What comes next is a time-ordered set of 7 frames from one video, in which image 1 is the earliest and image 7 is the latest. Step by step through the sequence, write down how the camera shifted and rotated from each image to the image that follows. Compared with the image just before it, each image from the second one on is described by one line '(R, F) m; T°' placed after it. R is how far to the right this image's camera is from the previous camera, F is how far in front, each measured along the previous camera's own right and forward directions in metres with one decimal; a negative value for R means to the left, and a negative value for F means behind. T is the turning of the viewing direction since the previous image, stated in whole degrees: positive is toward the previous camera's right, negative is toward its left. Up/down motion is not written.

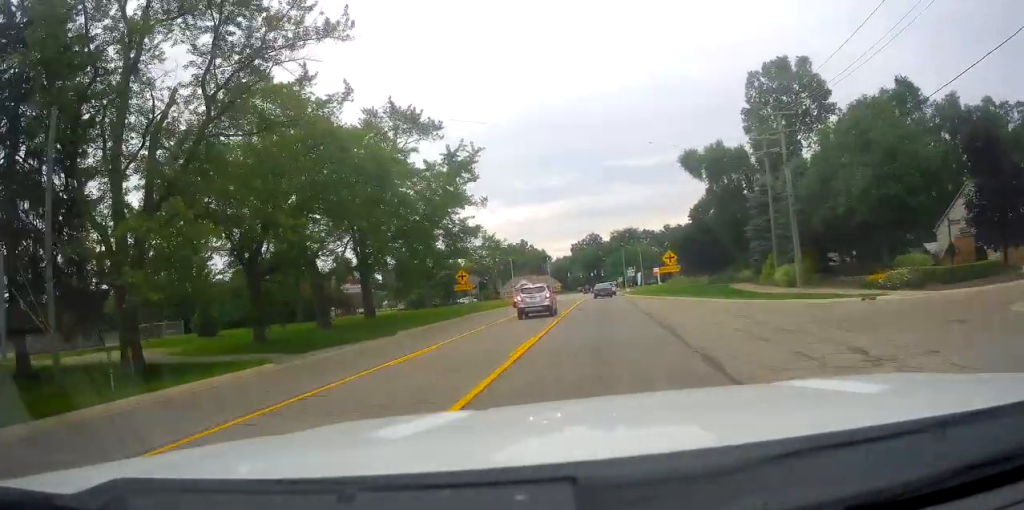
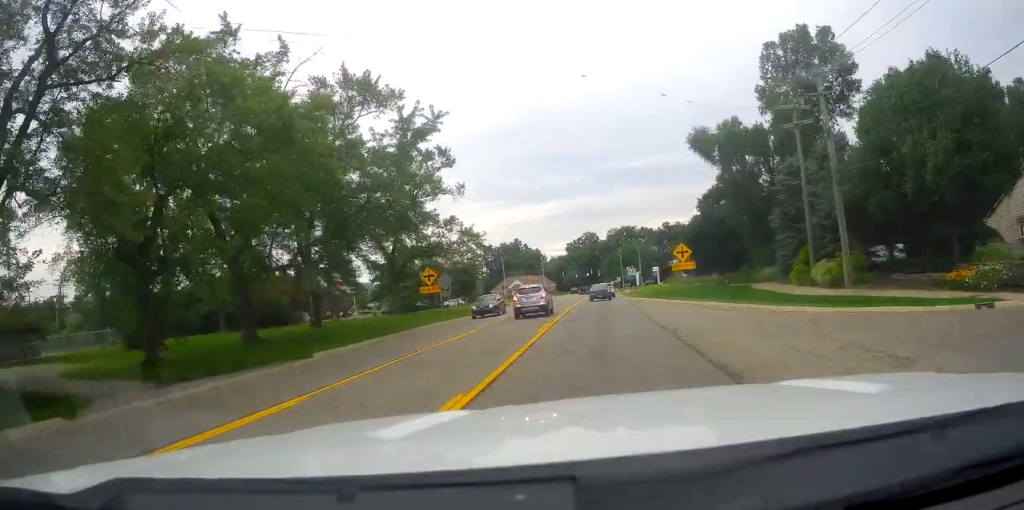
(+0.3, +9.9) m; -1°
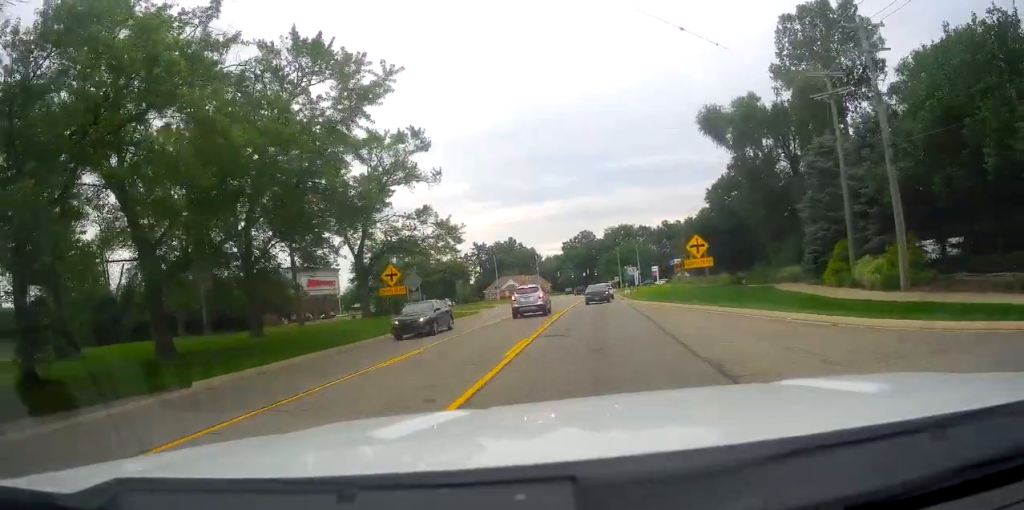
(-0.2, +7.2) m; 0°
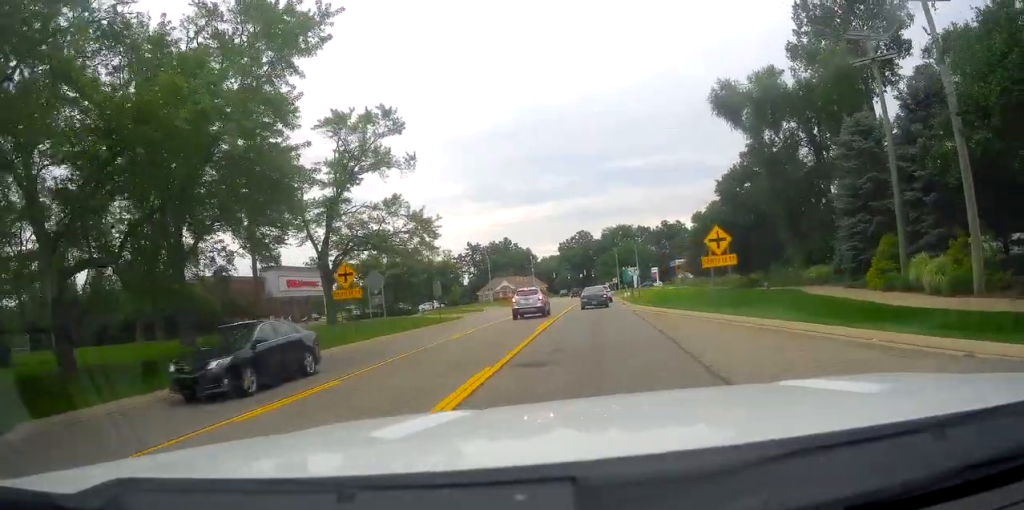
(-0.4, +6.4) m; 0°
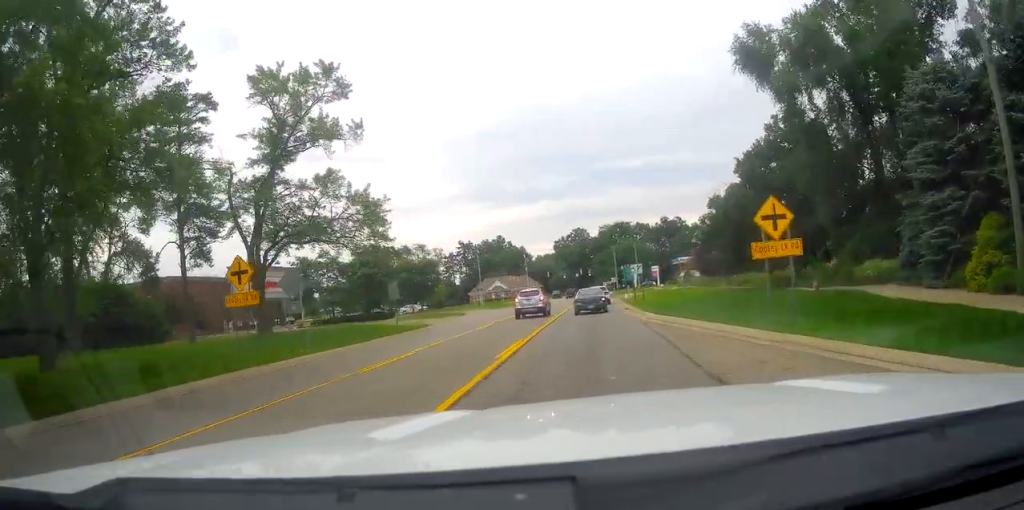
(+0.4, +8.9) m; +3°
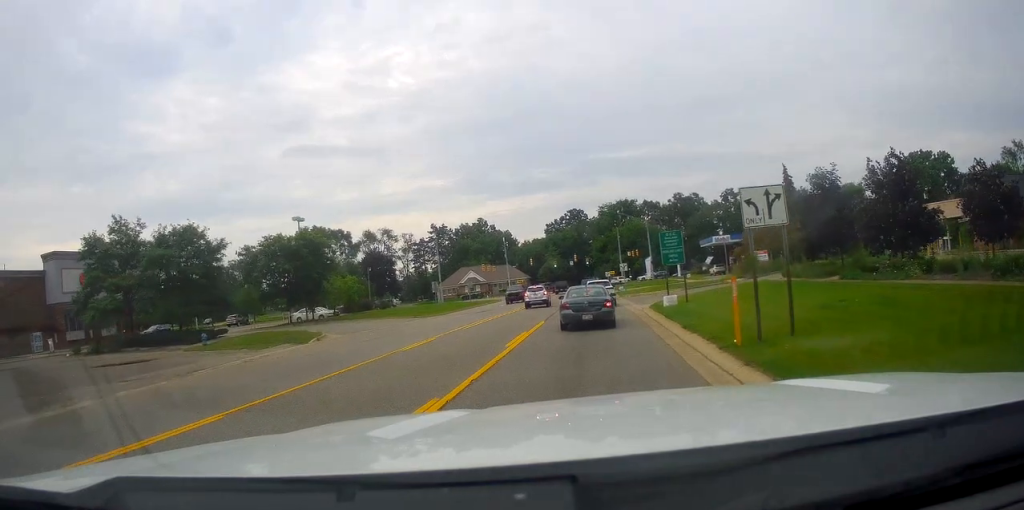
(+0.7, +34.2) m; +1°
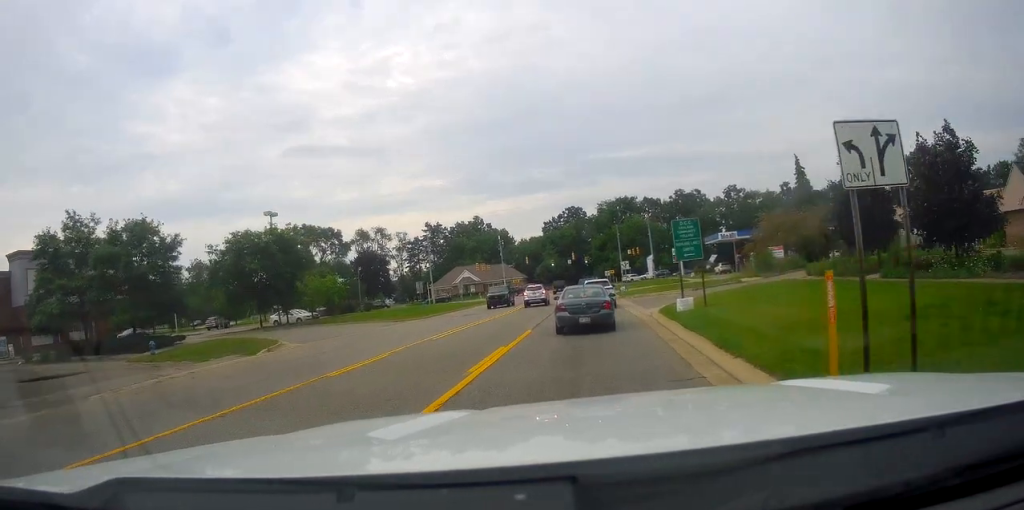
(0.0, +4.8) m; 0°
